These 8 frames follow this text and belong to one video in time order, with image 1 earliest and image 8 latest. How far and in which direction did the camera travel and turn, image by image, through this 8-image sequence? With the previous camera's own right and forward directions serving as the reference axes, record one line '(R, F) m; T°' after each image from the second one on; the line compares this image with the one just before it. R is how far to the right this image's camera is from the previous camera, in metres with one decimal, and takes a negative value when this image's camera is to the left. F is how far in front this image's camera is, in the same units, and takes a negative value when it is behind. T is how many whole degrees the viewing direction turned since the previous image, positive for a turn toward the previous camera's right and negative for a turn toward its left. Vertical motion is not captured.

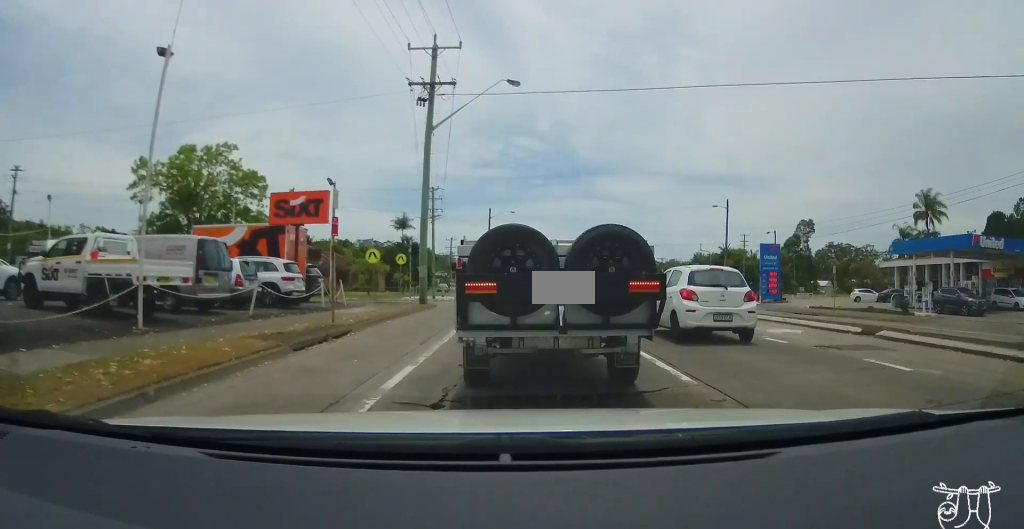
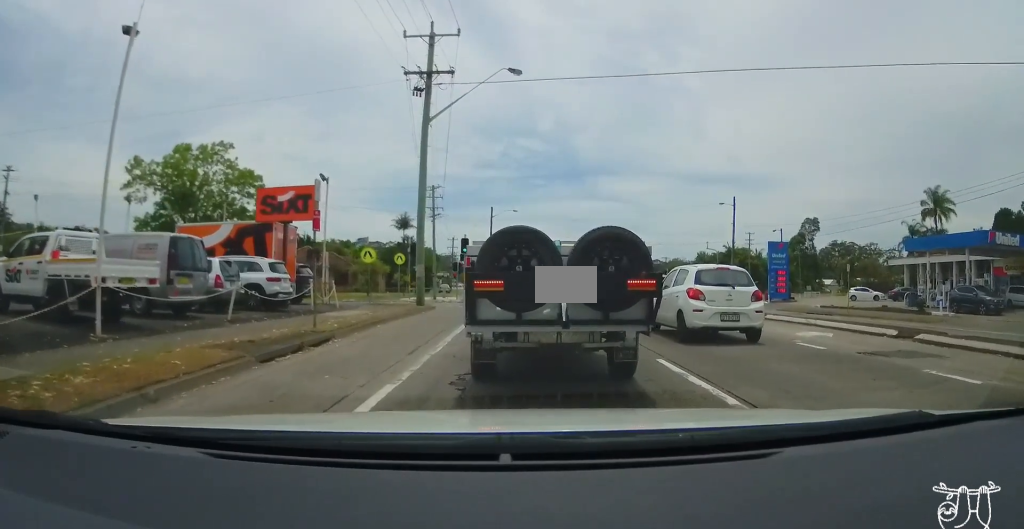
(0.0, +1.3) m; 0°
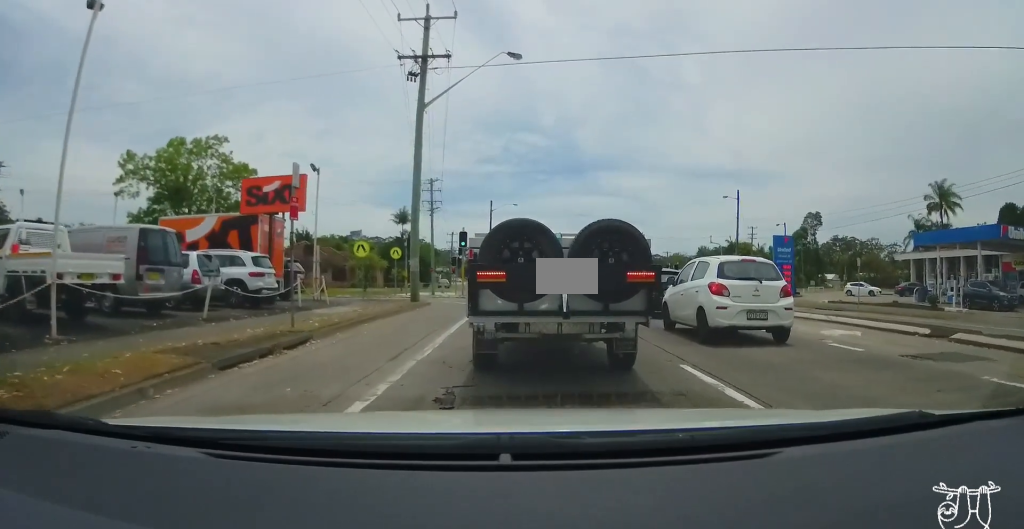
(+0.5, +0.7) m; 0°
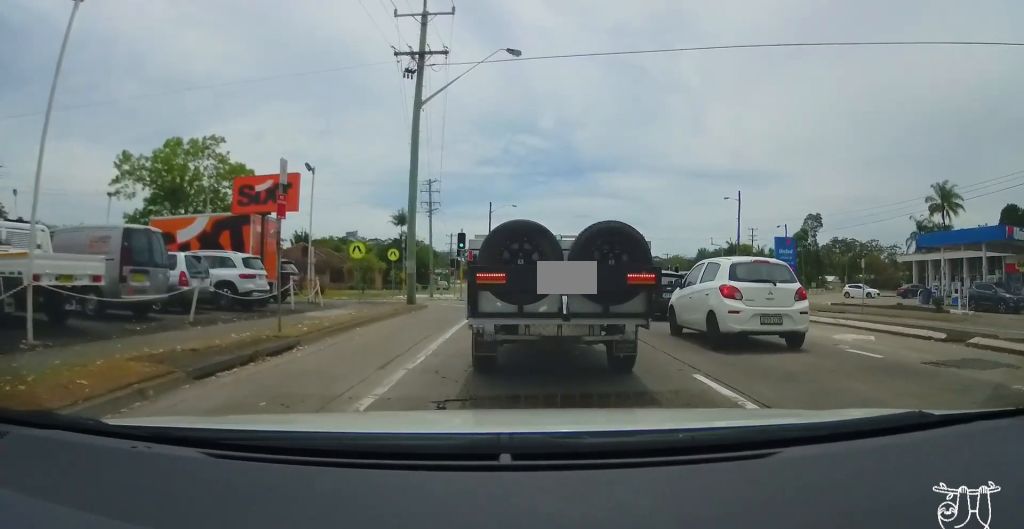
(+0.1, +0.4) m; 0°
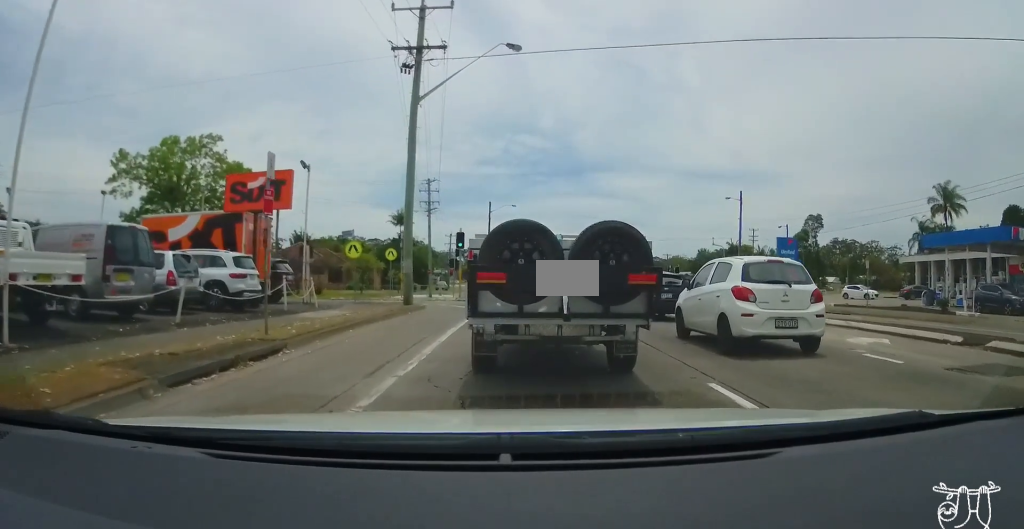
(0.0, +0.5) m; 0°
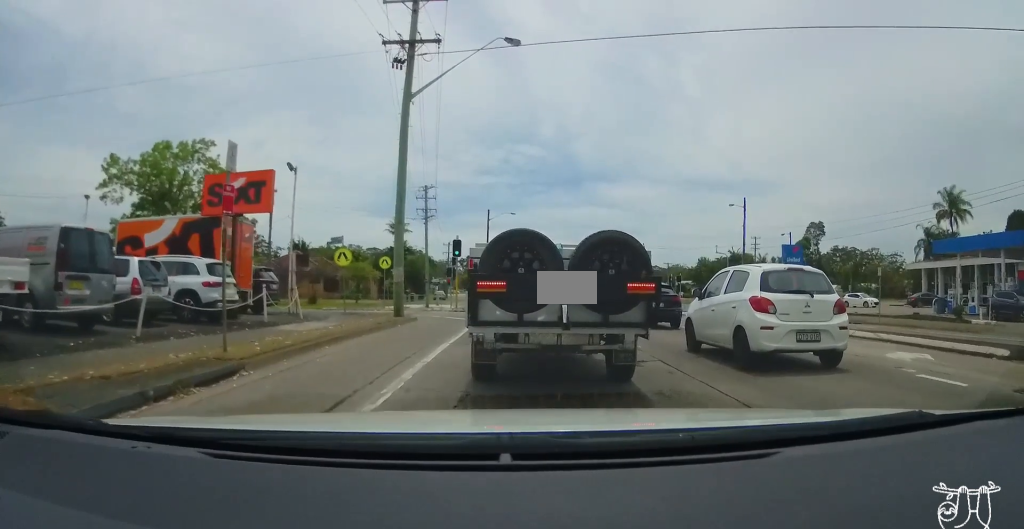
(0.0, +1.4) m; 0°
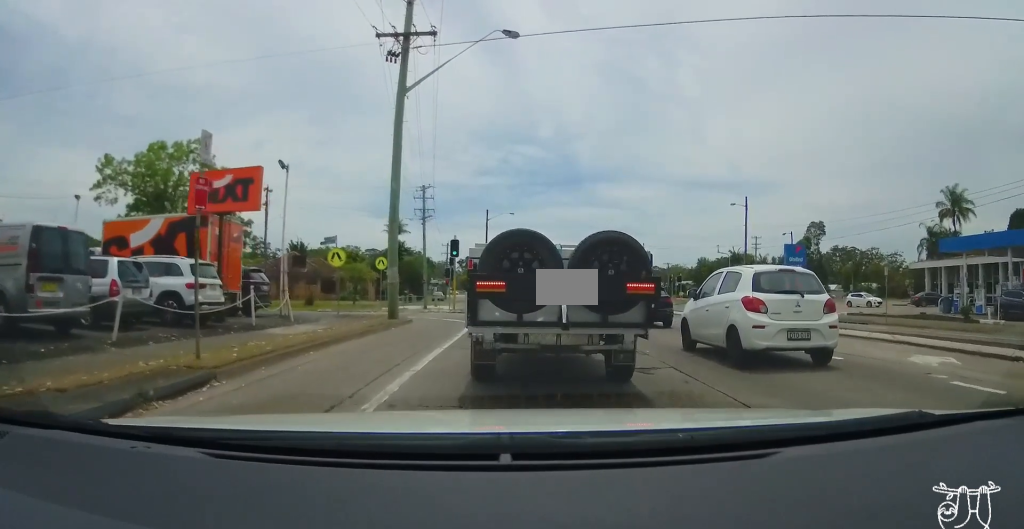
(0.0, +0.8) m; 0°
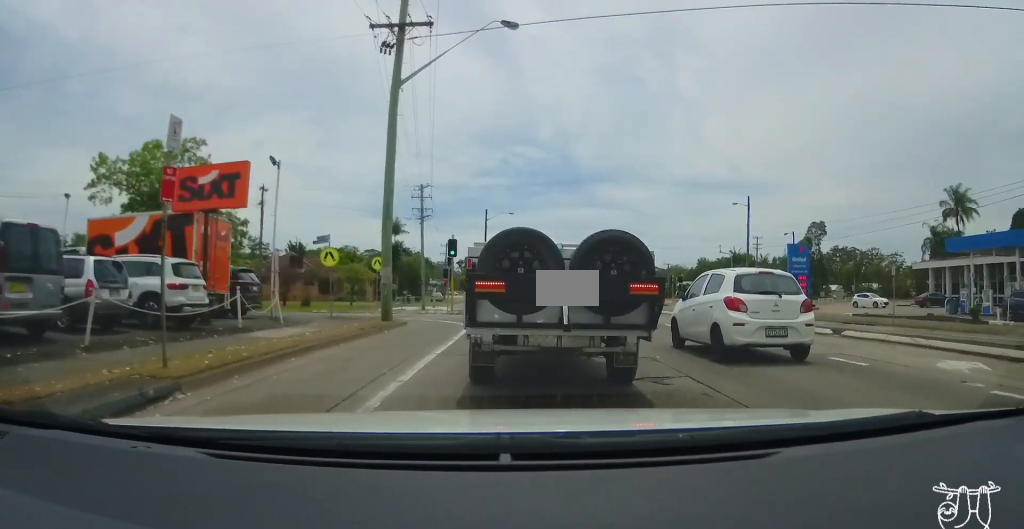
(0.0, +0.8) m; 0°
